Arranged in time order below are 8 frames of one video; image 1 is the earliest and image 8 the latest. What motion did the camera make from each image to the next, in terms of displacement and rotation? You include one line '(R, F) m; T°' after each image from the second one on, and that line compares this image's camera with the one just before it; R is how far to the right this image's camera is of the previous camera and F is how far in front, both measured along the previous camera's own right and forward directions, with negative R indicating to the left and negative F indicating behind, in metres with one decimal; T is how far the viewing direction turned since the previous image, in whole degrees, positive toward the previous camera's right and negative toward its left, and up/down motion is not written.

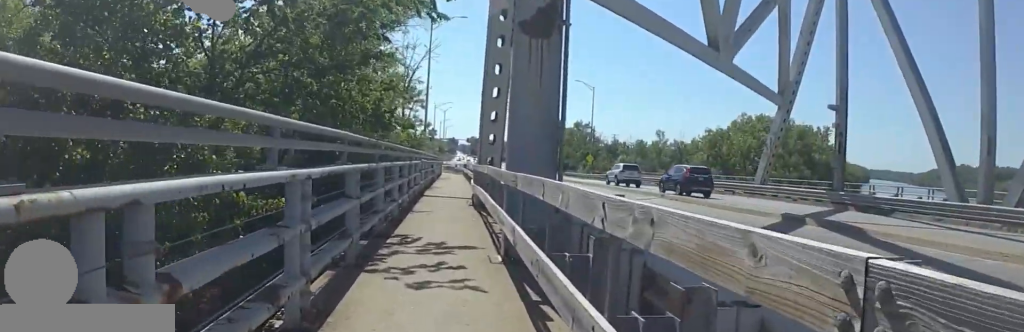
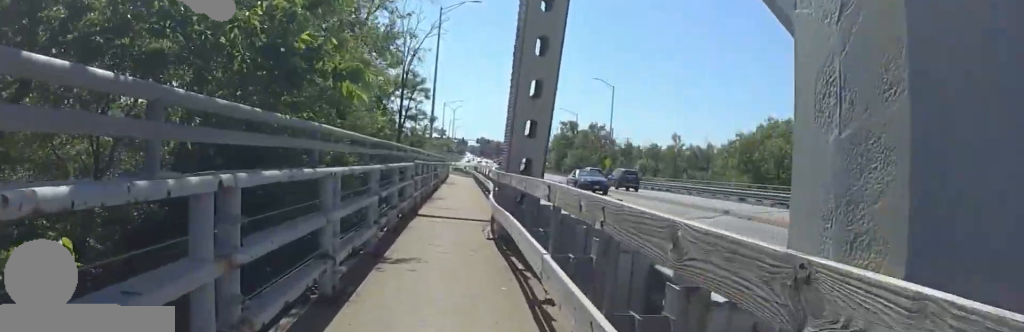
(0.0, +4.4) m; 0°
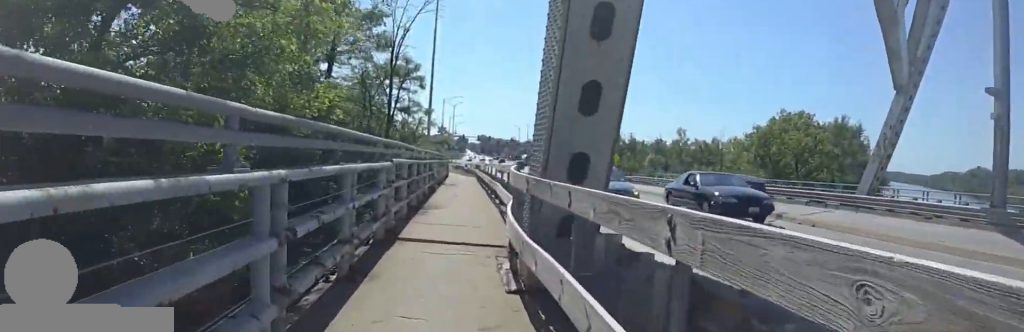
(0.0, +2.7) m; 0°
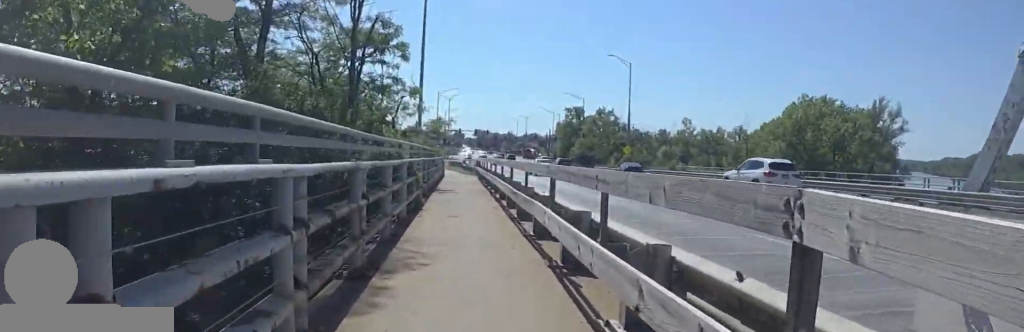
(0.0, +5.9) m; 0°
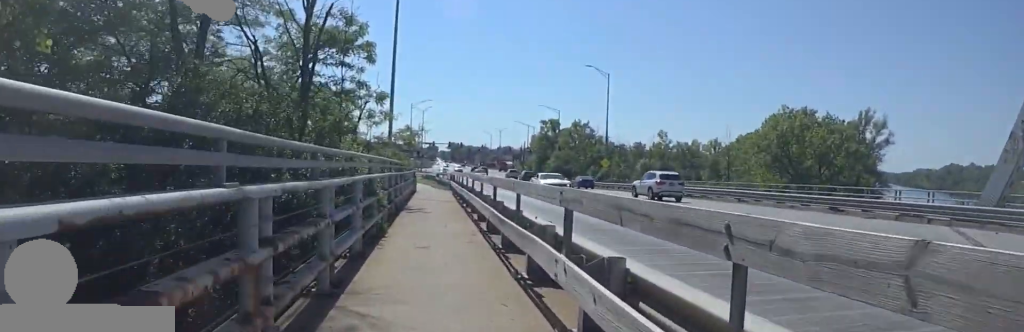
(0.0, +1.9) m; 0°
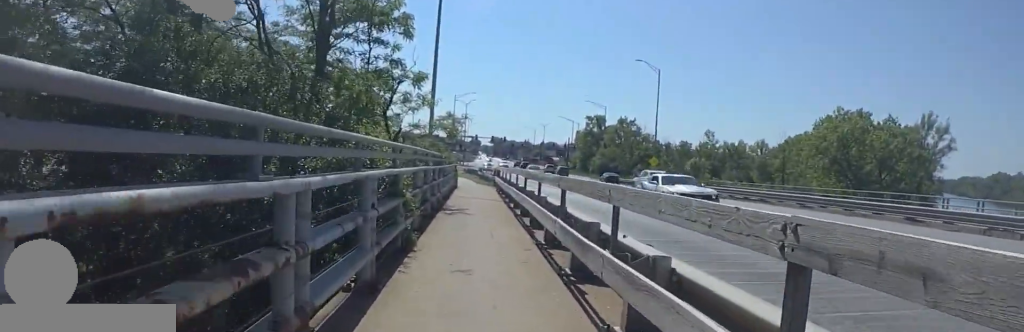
(0.0, +2.2) m; 0°
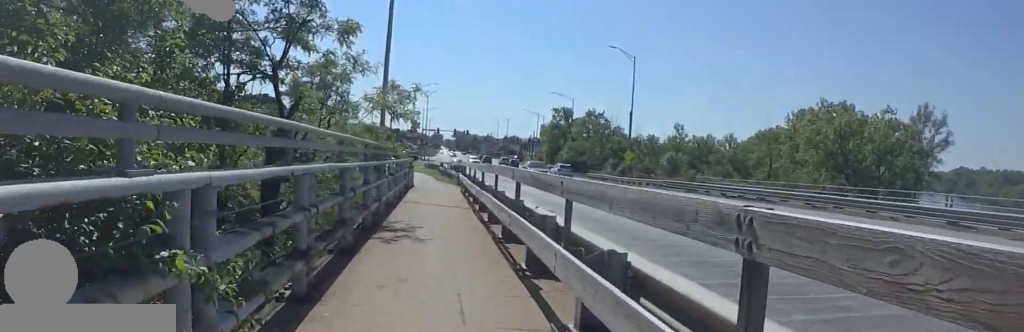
(0.0, +4.4) m; 0°
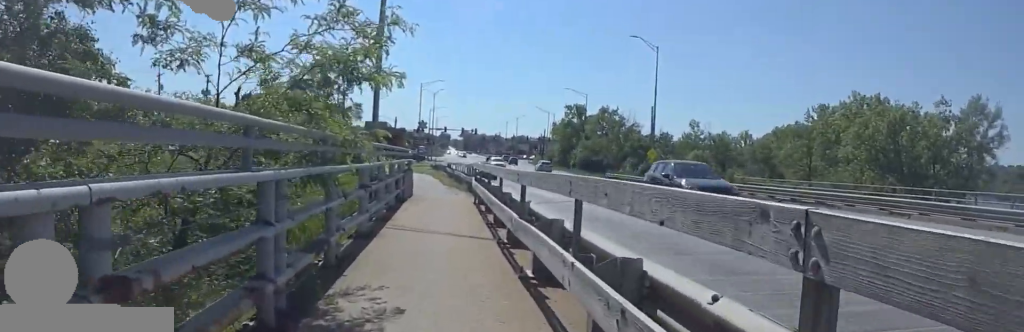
(0.0, +4.9) m; 0°
